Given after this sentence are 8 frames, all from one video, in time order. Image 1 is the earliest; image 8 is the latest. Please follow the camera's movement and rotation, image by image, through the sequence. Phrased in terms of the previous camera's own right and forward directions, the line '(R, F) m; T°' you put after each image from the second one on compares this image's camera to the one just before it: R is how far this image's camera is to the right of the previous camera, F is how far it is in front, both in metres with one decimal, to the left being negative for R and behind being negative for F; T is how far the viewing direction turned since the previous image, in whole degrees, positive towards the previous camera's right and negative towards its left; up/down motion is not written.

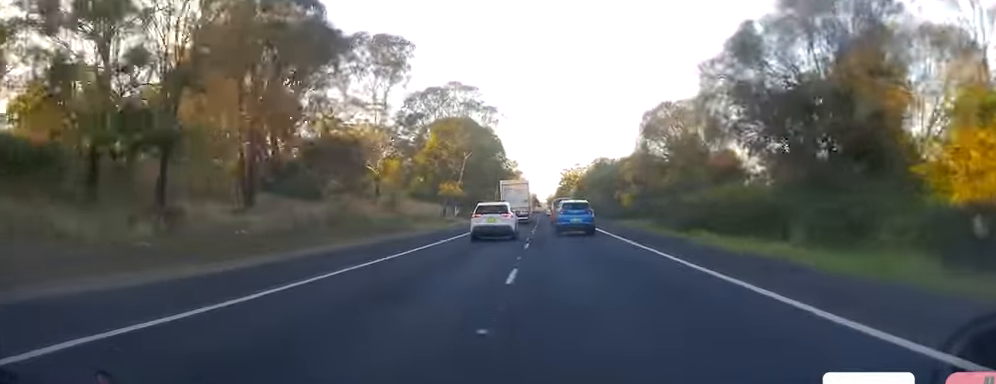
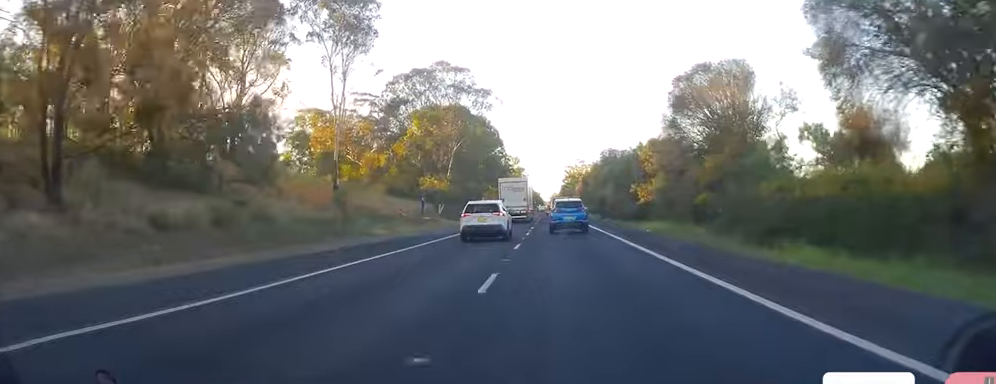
(-0.2, +13.3) m; -1°
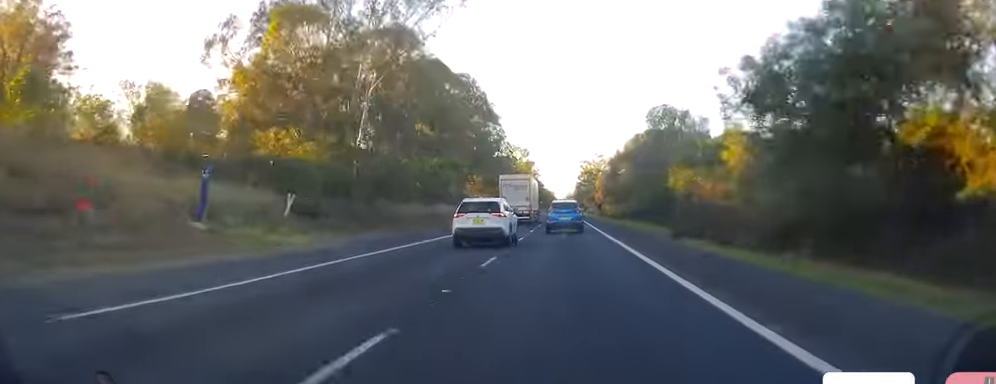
(-0.8, +42.9) m; -1°
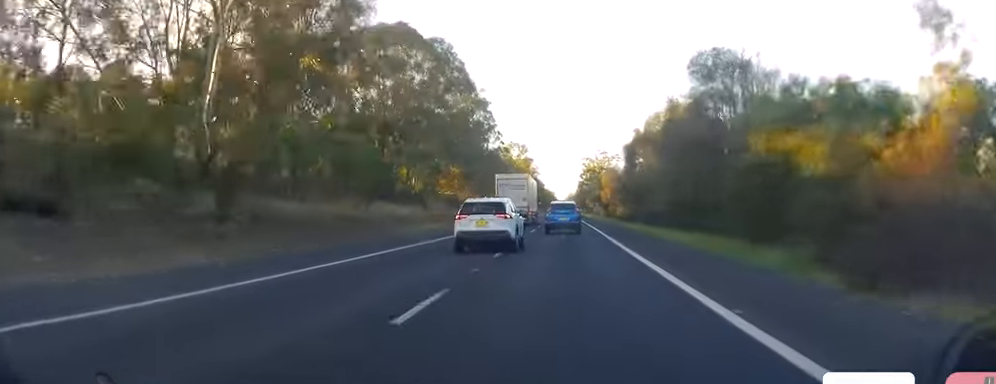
(0.0, +19.9) m; 0°
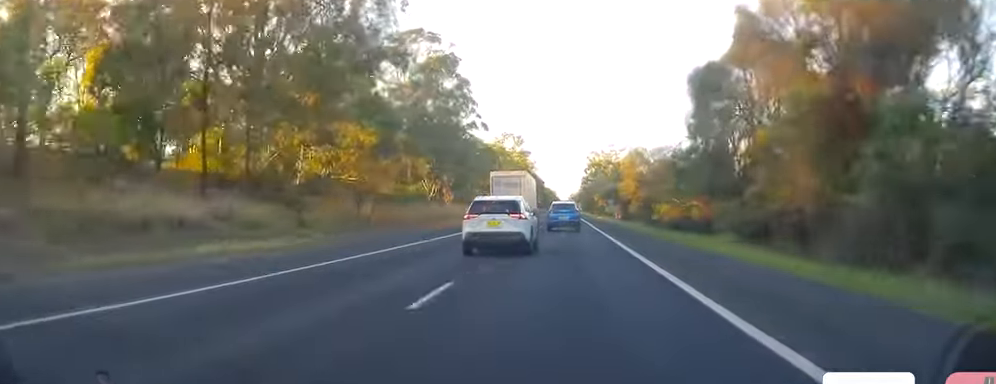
(-0.4, +35.0) m; 0°
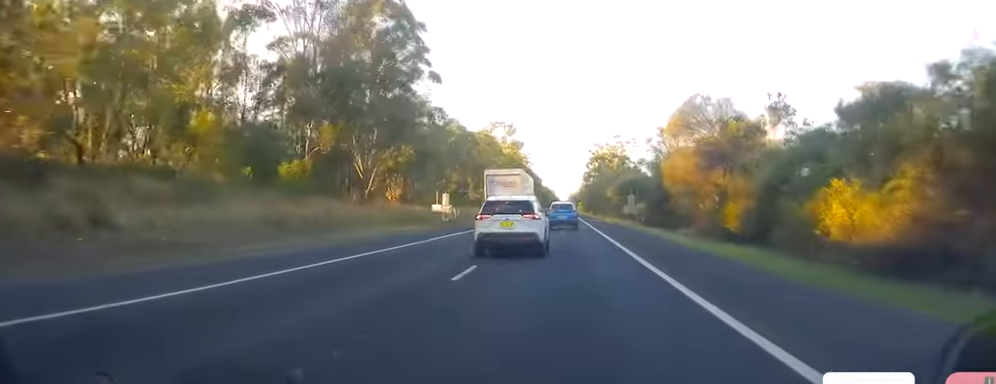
(+0.3, +32.5) m; +1°
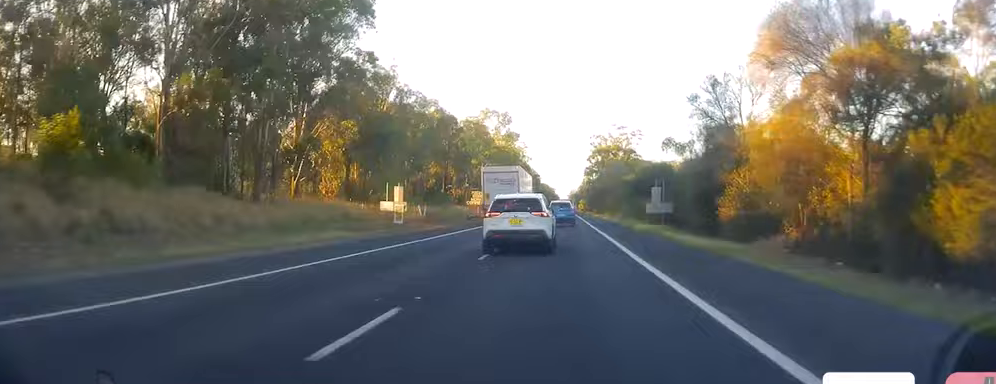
(0.0, +19.2) m; -1°
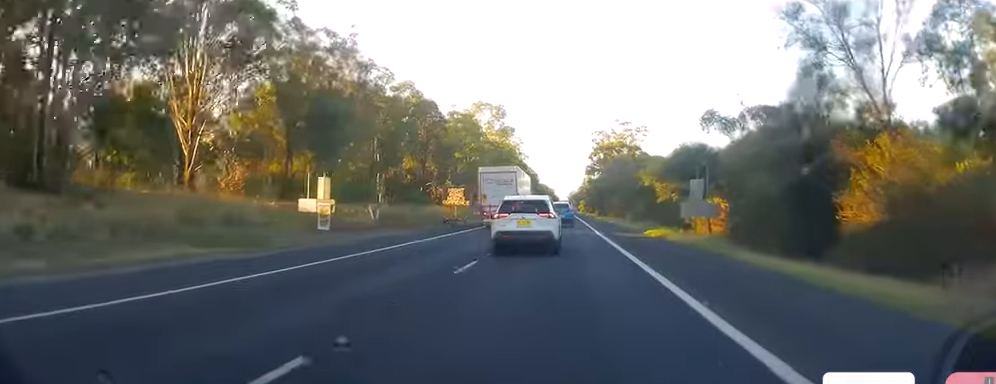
(-0.1, +15.5) m; 0°
